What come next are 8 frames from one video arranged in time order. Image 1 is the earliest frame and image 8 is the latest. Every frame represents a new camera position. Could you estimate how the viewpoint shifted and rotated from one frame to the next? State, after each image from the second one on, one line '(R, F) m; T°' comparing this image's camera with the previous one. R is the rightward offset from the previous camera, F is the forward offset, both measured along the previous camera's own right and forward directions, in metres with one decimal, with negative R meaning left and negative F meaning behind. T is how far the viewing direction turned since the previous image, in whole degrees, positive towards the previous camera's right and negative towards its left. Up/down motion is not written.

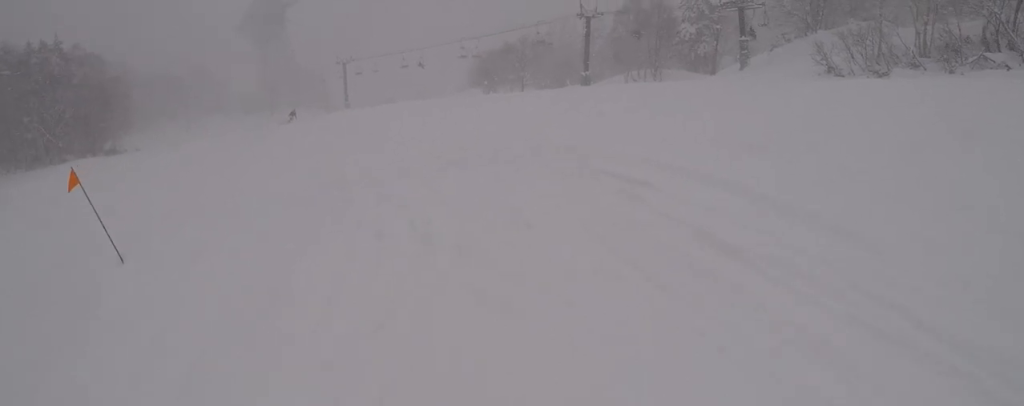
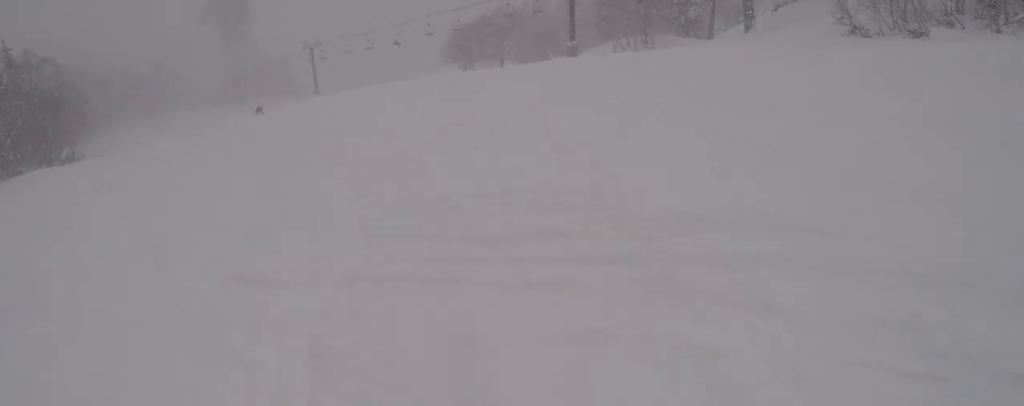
(+0.7, +5.1) m; 0°
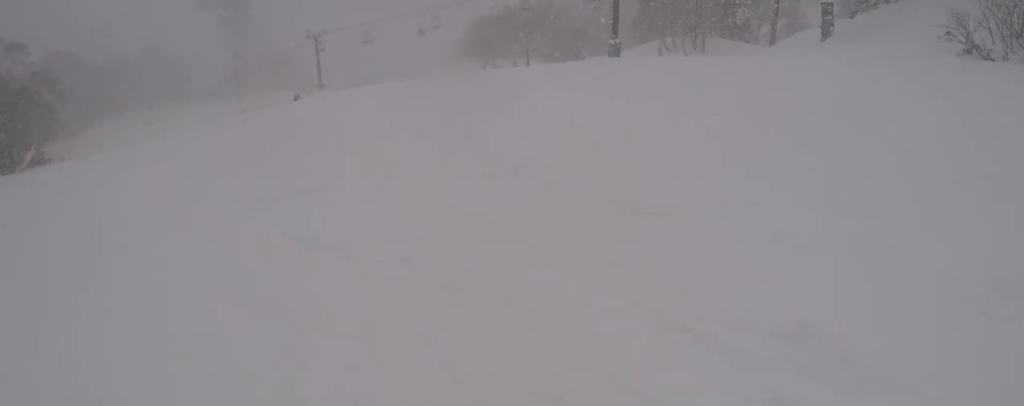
(-0.6, +8.7) m; +2°
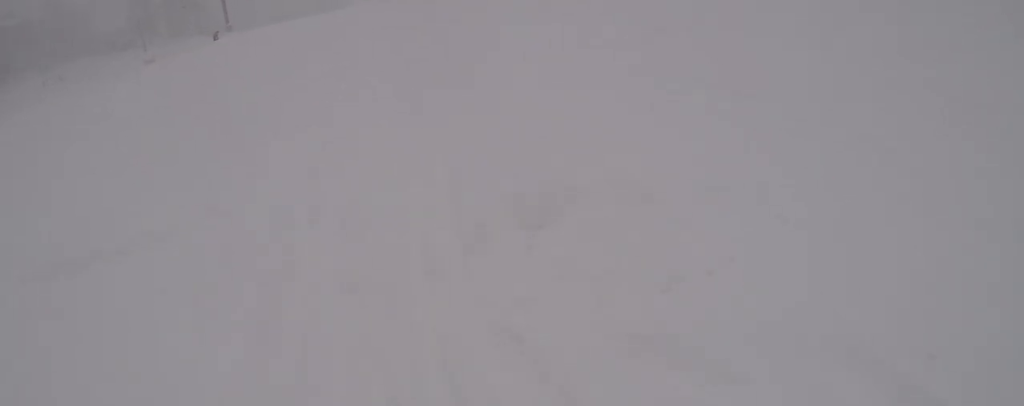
(+0.5, +5.0) m; +12°
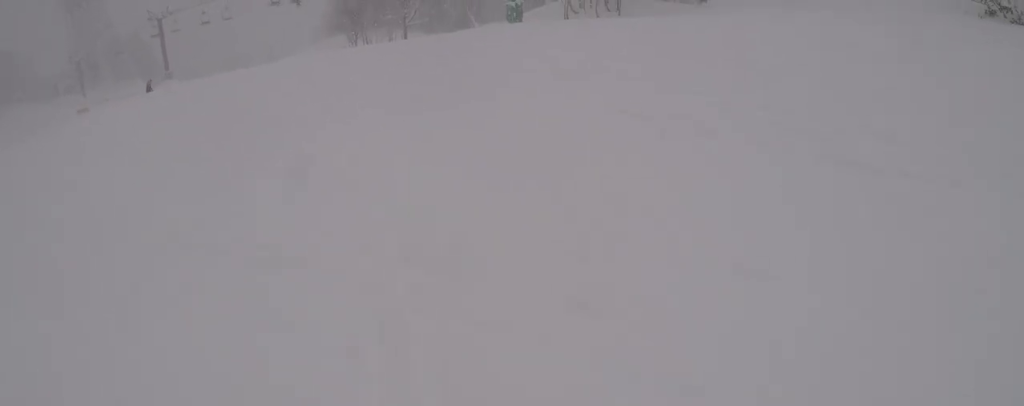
(+0.7, +5.5) m; -5°
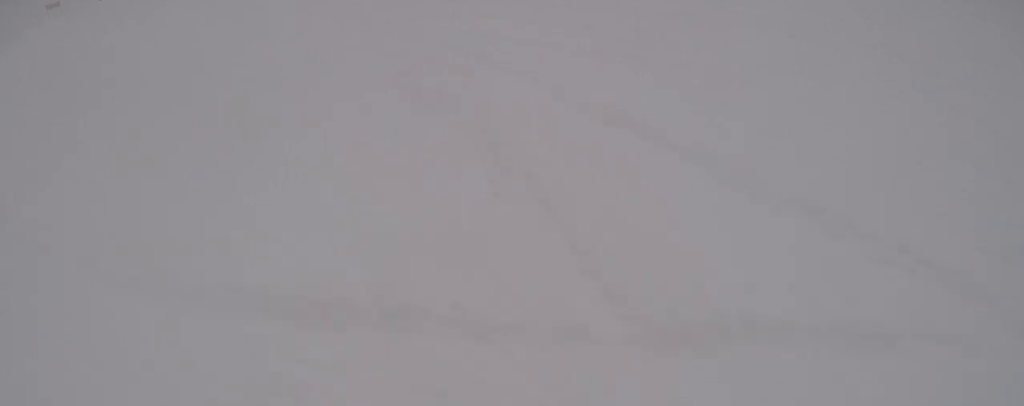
(-1.2, +5.6) m; -11°
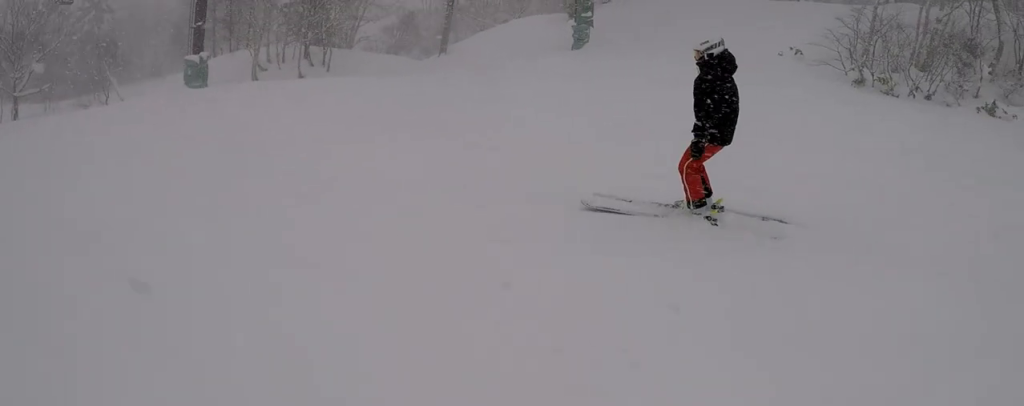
(-0.4, +9.0) m; -9°
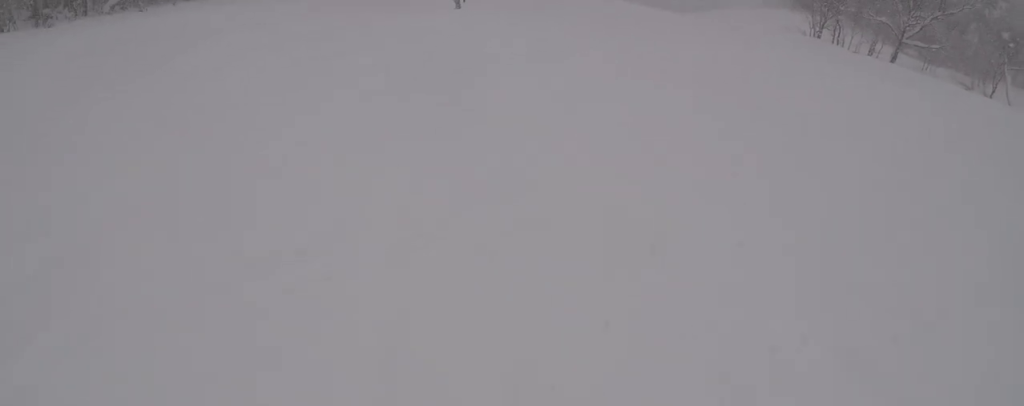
(-0.1, +3.7) m; -2°
